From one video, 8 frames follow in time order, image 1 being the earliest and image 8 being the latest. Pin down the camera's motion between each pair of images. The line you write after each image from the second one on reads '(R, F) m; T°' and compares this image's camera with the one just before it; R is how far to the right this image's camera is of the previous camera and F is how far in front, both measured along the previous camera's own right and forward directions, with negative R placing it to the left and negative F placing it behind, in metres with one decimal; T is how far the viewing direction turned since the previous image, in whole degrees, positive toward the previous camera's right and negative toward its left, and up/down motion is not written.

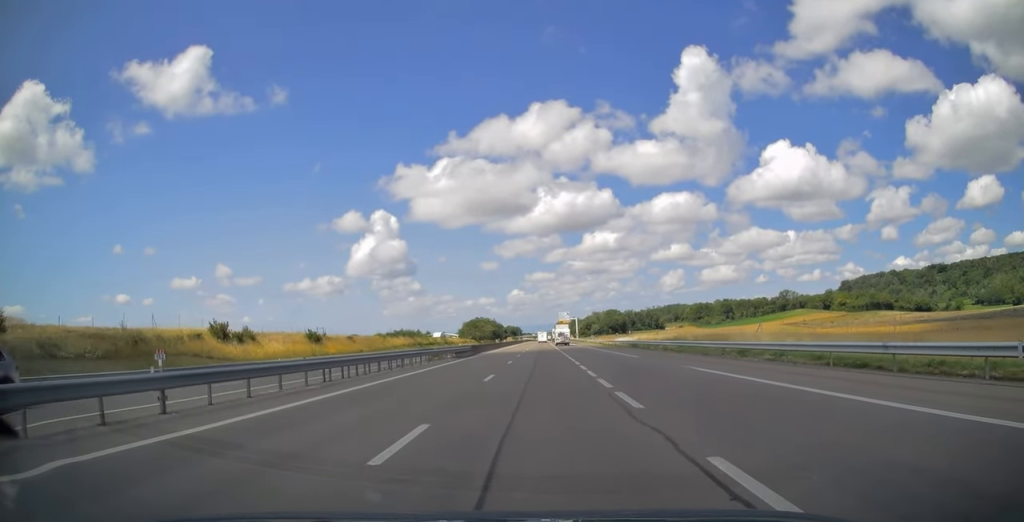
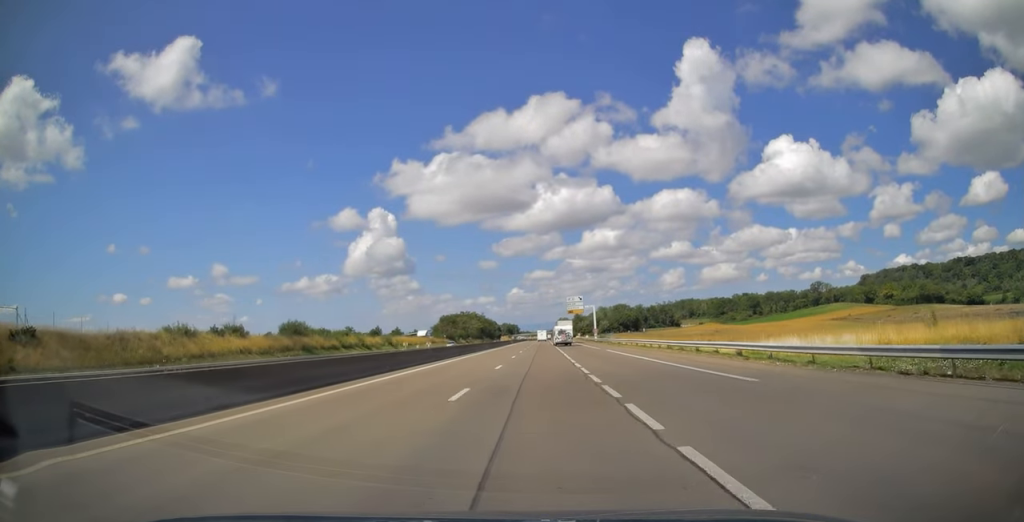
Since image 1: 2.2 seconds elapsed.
(+0.1, +70.4) m; 0°
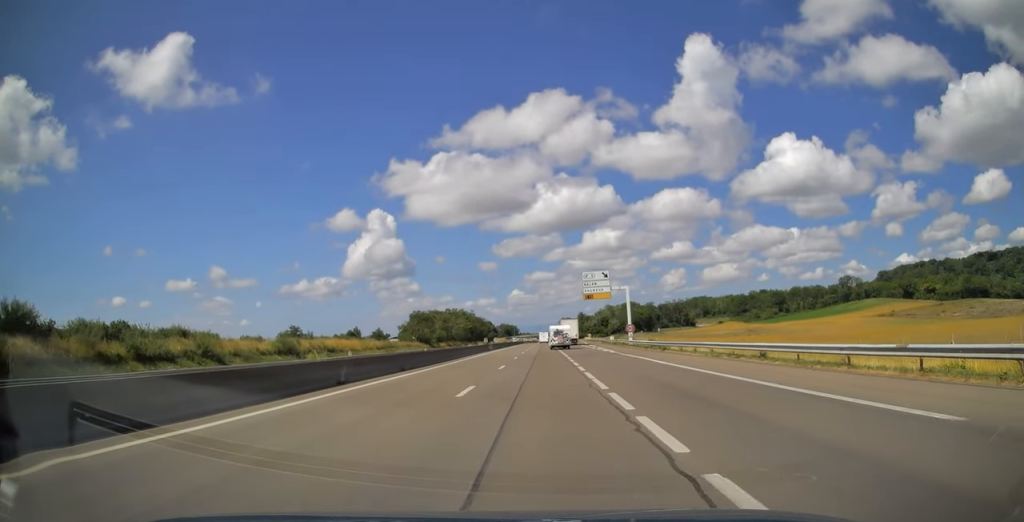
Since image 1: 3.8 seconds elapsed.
(+0.2, +50.1) m; 0°
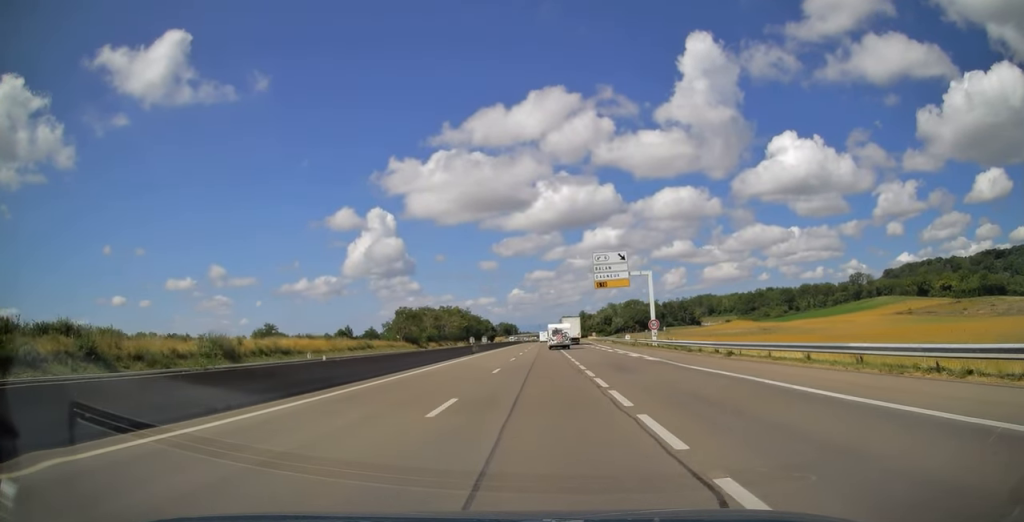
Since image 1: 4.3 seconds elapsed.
(+0.1, +16.5) m; 0°
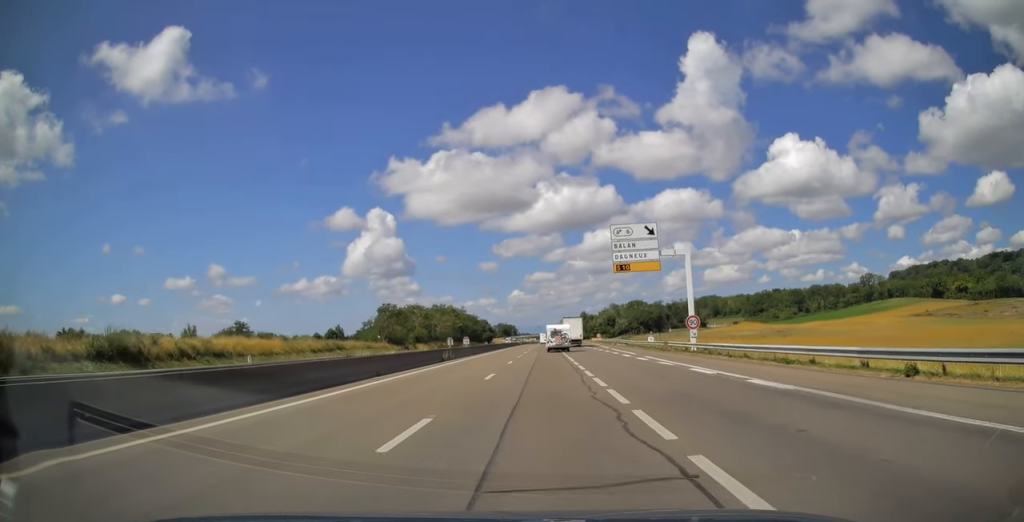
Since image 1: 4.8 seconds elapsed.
(0.0, +16.0) m; 0°
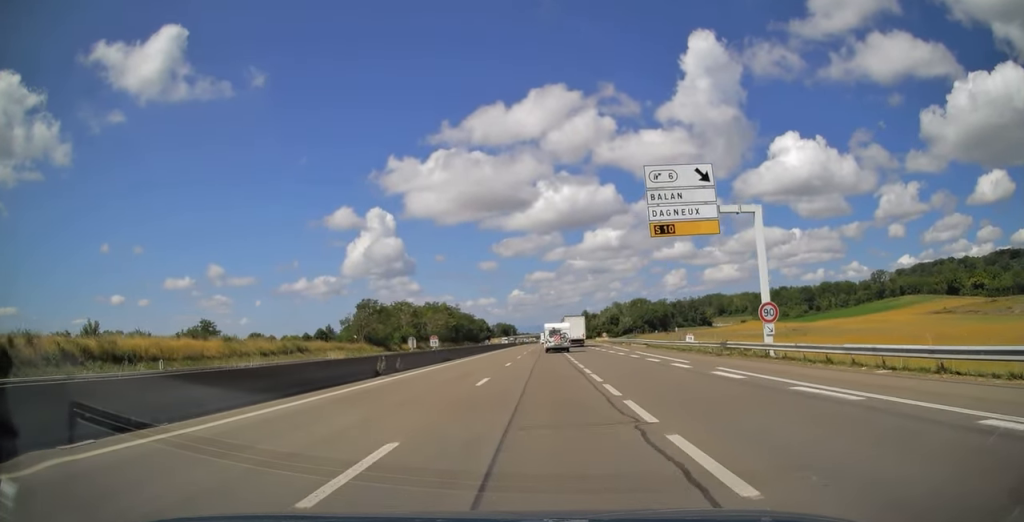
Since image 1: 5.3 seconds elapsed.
(-0.2, +15.5) m; 0°
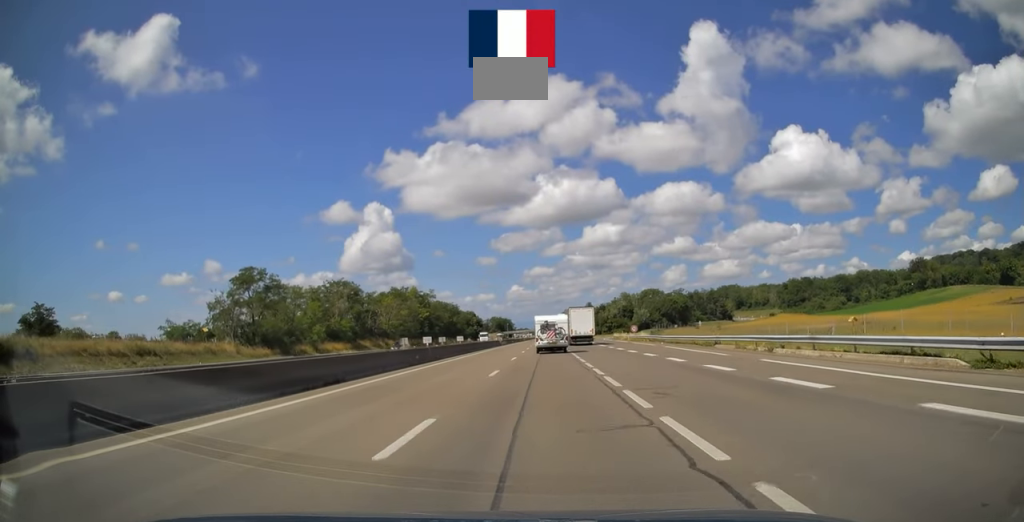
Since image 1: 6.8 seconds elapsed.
(+0.3, +50.0) m; 0°
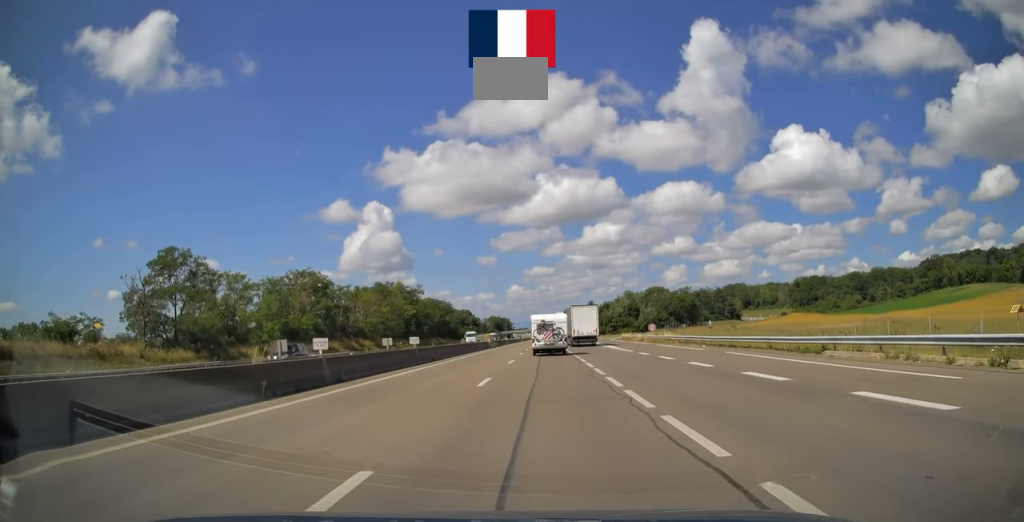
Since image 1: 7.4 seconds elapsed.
(0.0, +17.4) m; 0°
